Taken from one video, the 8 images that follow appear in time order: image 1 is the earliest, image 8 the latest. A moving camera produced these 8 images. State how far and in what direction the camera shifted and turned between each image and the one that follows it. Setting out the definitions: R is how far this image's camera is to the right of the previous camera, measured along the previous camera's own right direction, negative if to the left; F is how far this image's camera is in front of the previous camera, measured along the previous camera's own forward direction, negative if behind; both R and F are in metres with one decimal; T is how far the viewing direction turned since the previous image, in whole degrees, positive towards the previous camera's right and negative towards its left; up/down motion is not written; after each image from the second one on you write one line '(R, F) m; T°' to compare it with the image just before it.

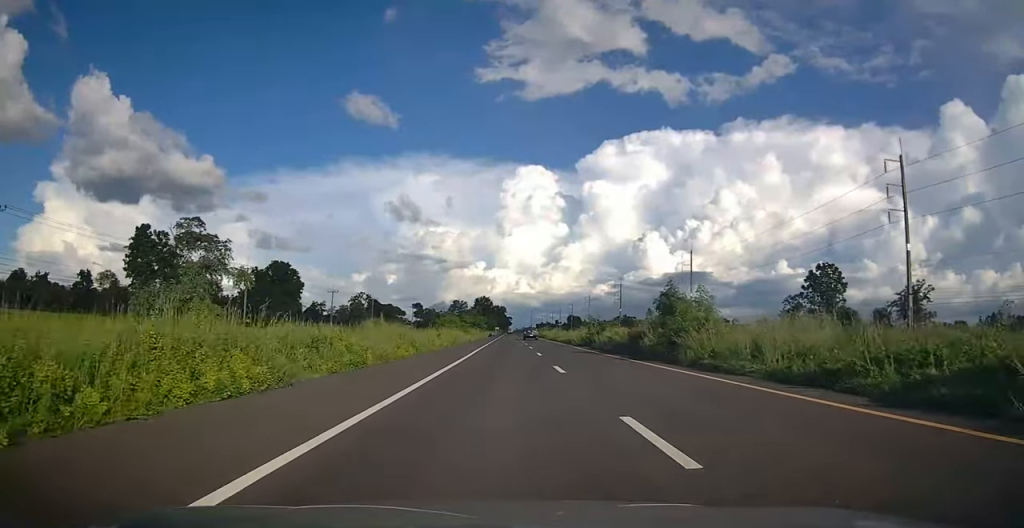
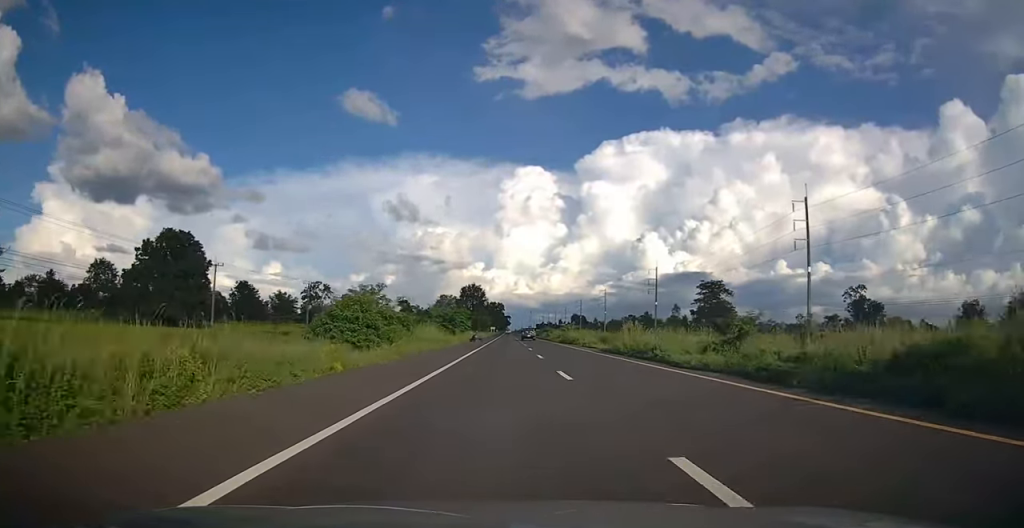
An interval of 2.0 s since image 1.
(+0.1, +50.4) m; 0°
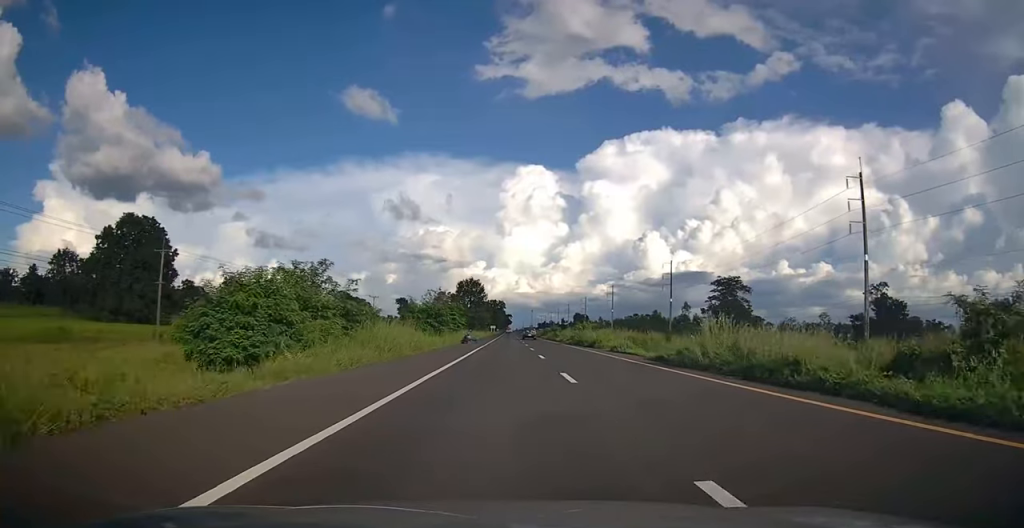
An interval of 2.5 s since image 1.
(+0.1, +12.7) m; 0°
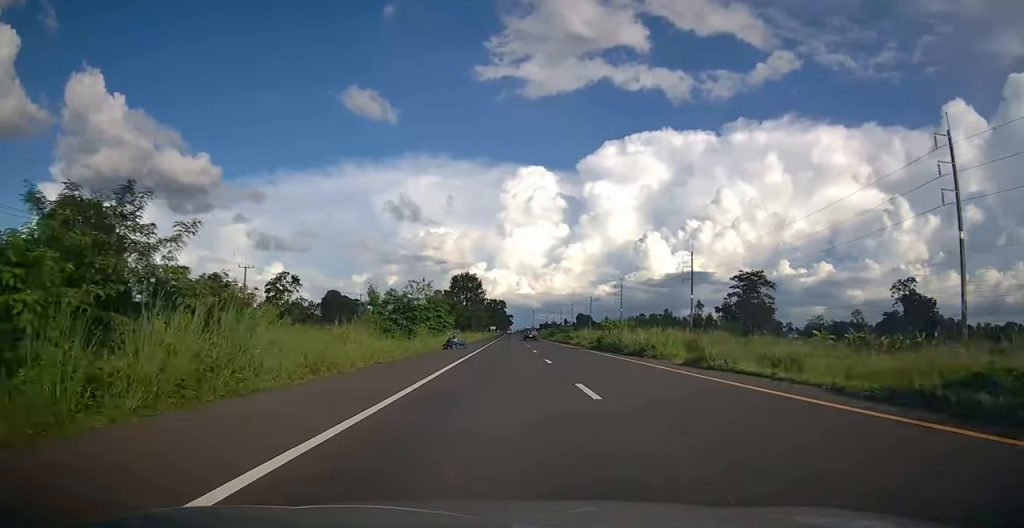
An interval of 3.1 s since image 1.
(-0.1, +15.3) m; 0°
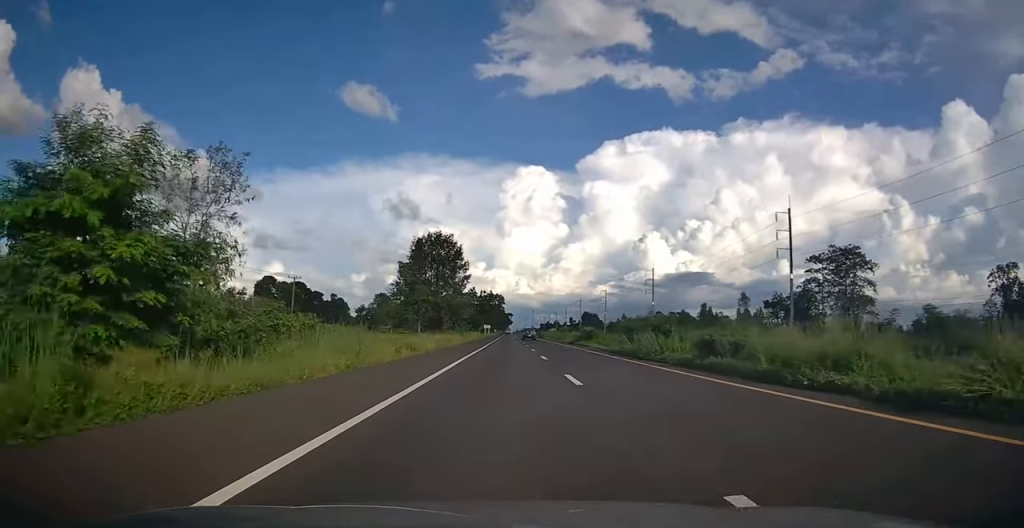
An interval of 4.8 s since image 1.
(-0.3, +44.9) m; 0°
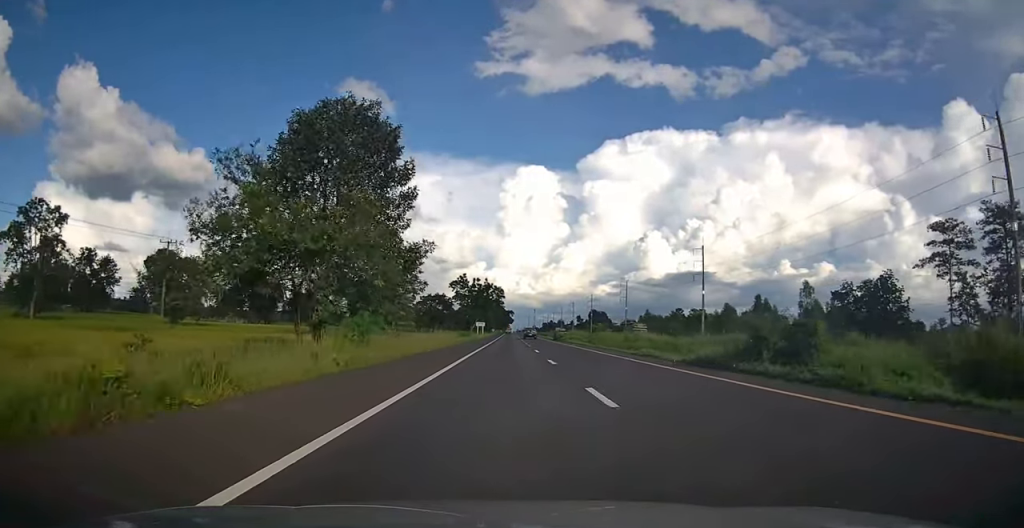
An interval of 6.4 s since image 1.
(+0.2, +39.8) m; 0°
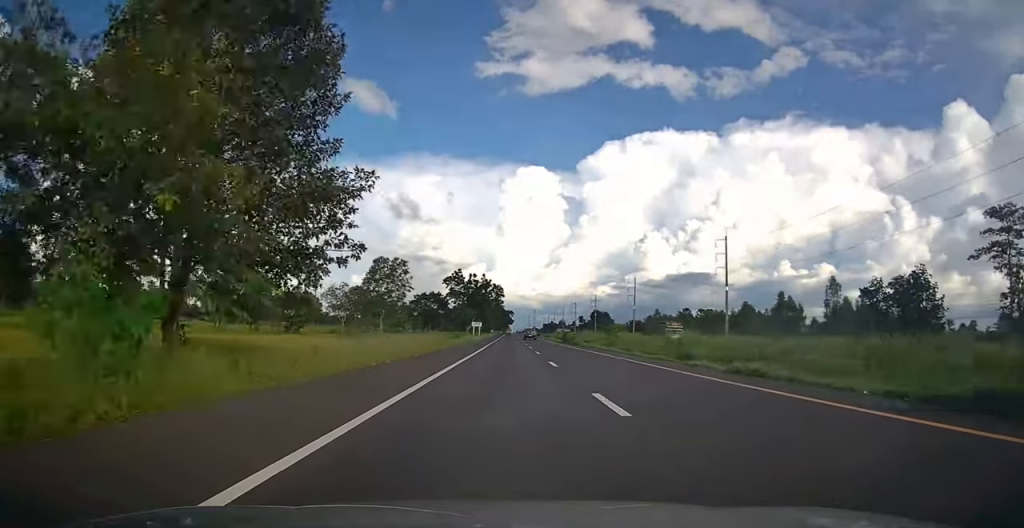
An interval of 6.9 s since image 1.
(-0.1, +12.8) m; 0°
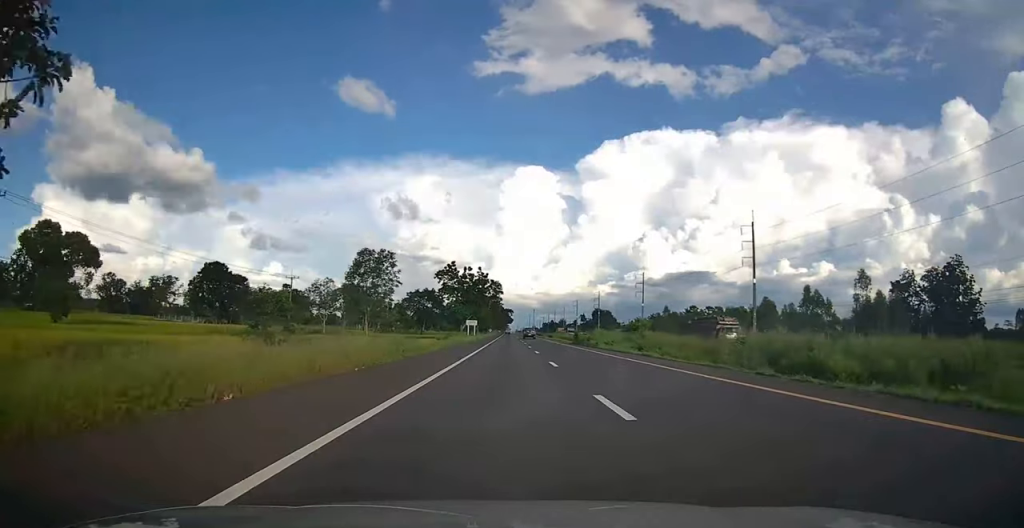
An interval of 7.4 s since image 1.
(-0.1, +12.4) m; 0°
